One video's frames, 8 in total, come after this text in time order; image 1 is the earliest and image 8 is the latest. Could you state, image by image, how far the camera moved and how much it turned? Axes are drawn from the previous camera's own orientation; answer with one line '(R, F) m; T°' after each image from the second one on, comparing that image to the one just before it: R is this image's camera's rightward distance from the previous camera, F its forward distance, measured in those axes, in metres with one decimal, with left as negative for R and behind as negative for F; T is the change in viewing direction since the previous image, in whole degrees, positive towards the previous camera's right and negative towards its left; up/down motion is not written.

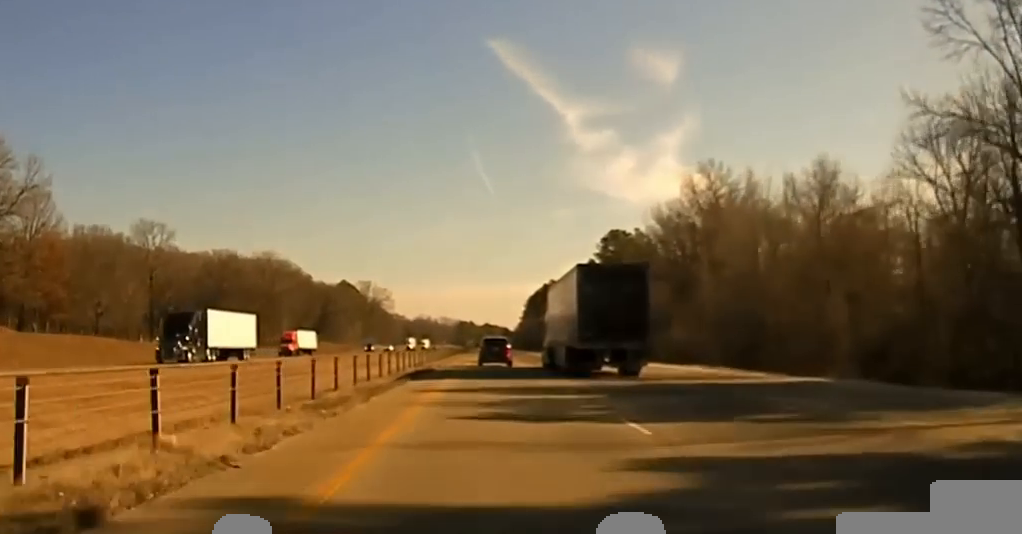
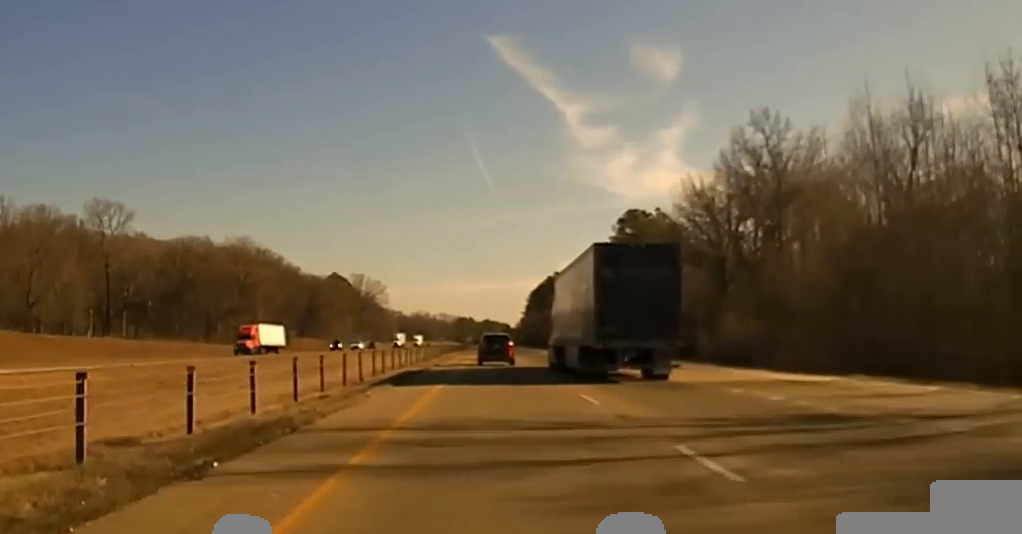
(+0.1, +30.6) m; 0°
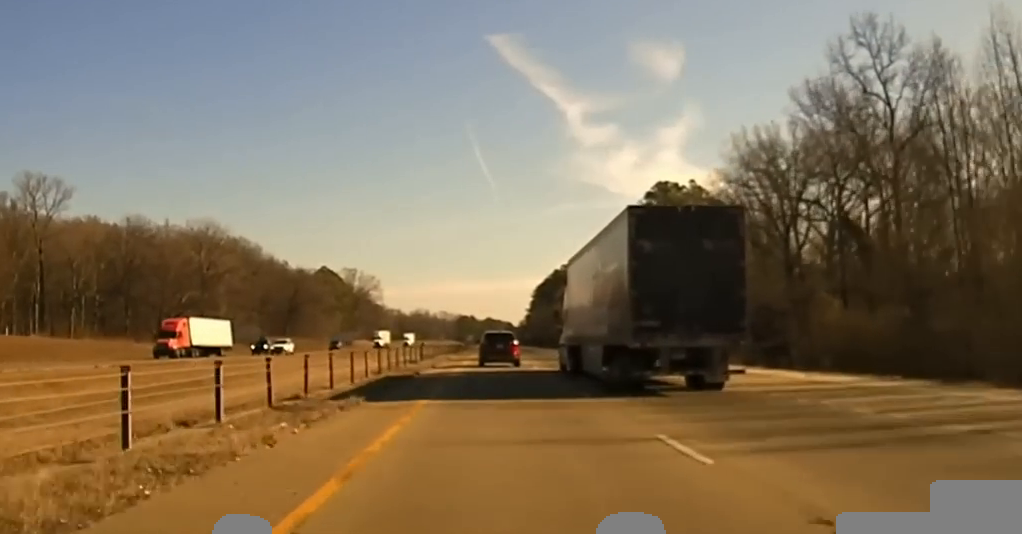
(+0.1, +33.7) m; 0°
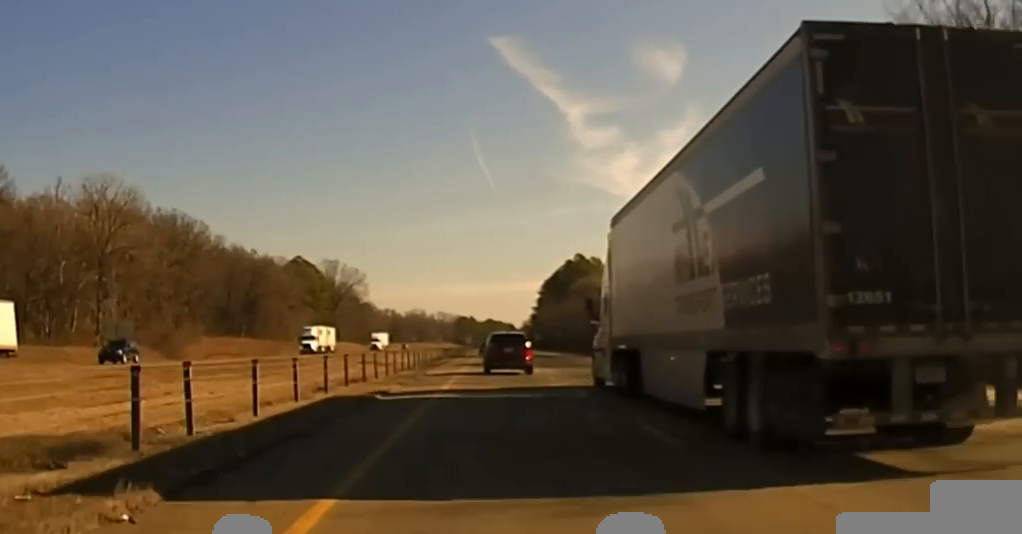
(-0.7, +62.7) m; 0°
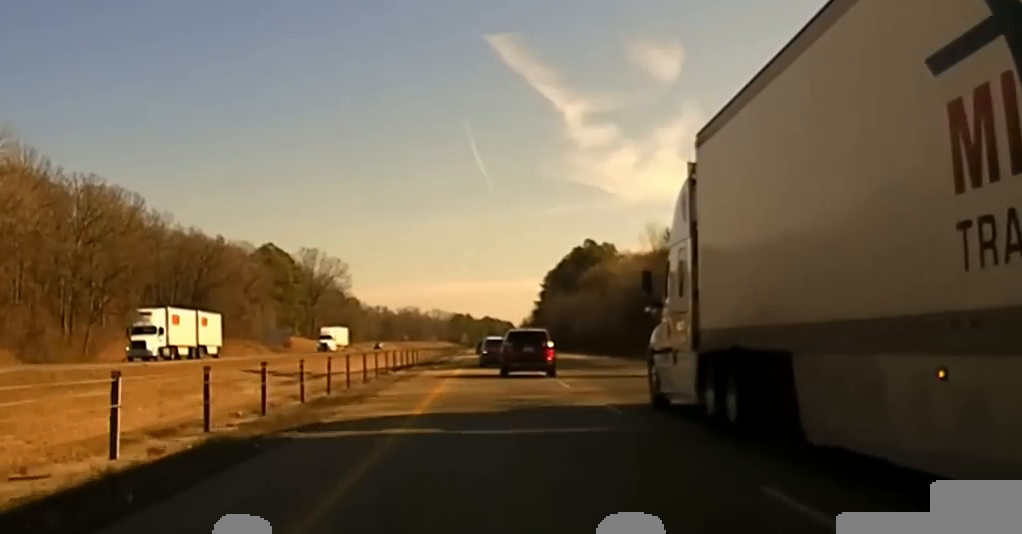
(+0.3, +40.4) m; +1°
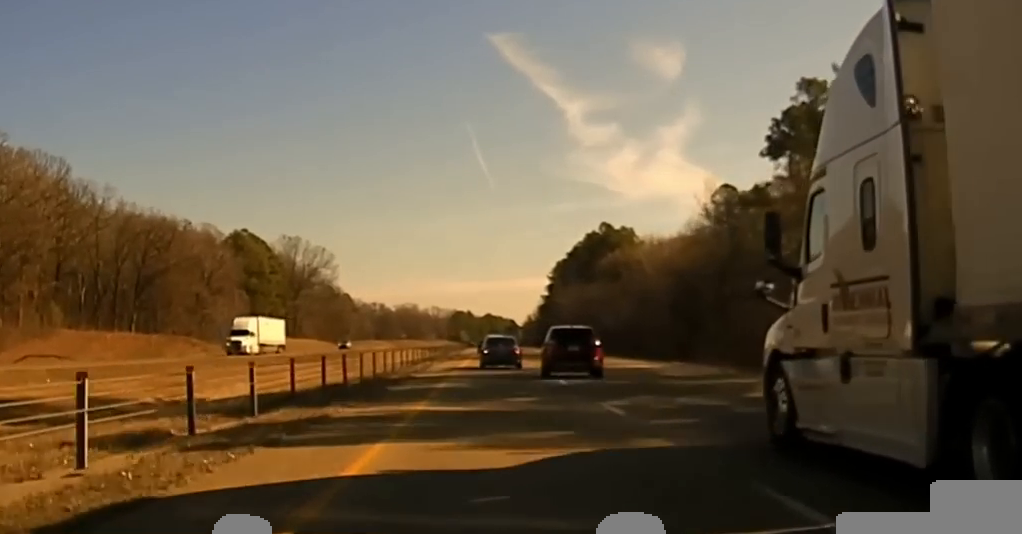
(0.0, +37.3) m; 0°
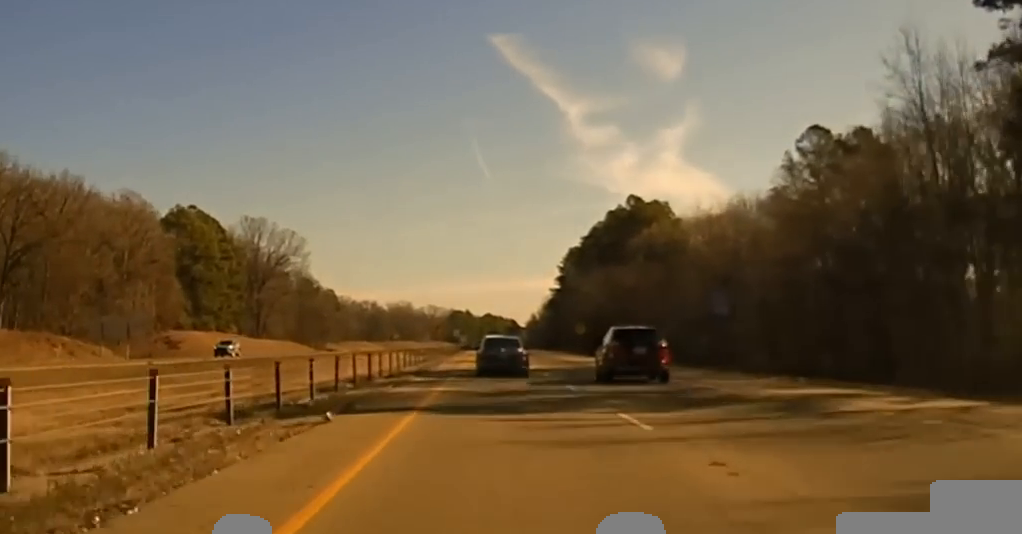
(+0.2, +51.4) m; 0°
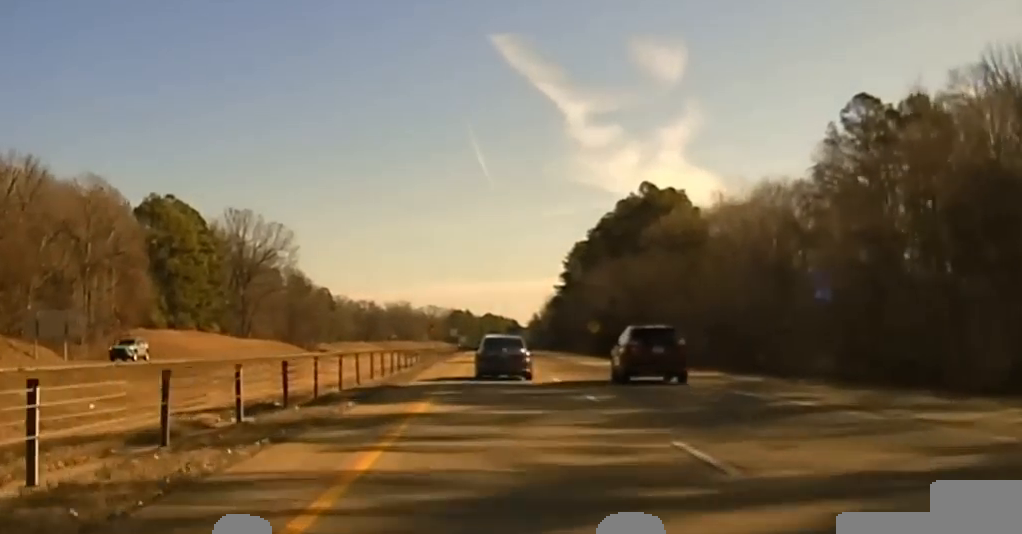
(-0.1, +15.6) m; 0°
